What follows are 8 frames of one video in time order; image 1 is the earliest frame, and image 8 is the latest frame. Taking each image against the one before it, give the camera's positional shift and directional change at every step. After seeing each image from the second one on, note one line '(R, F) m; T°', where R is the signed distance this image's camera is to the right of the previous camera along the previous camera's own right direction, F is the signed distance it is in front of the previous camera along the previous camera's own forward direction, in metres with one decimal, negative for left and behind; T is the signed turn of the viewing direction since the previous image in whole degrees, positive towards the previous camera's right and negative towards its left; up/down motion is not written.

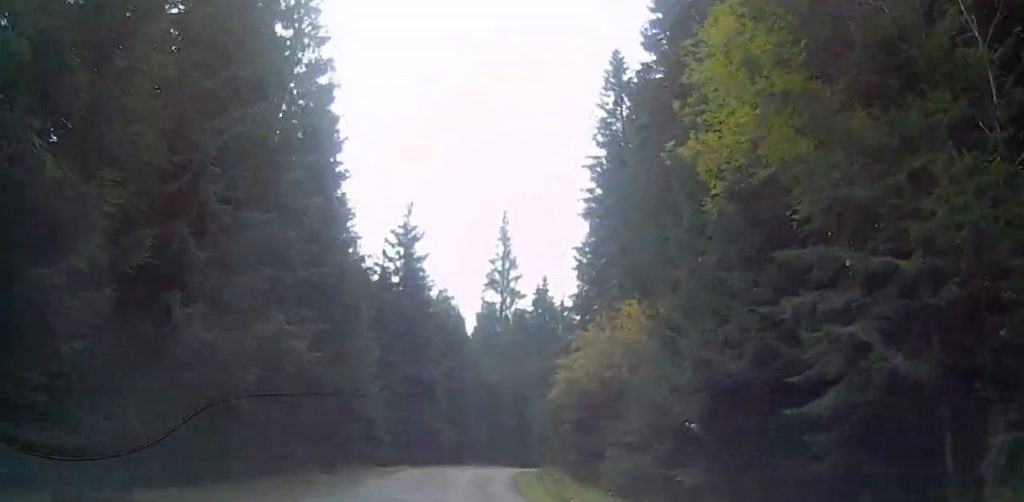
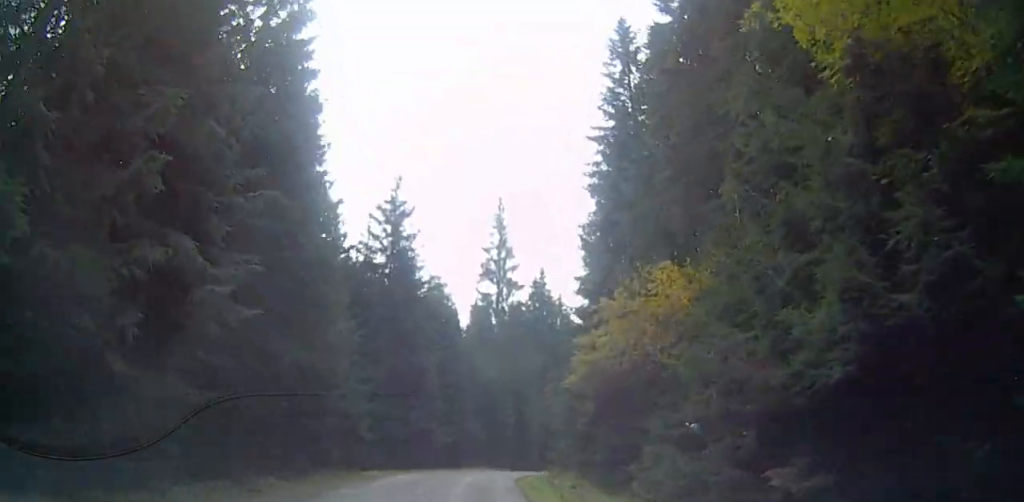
(-0.1, +4.4) m; -2°
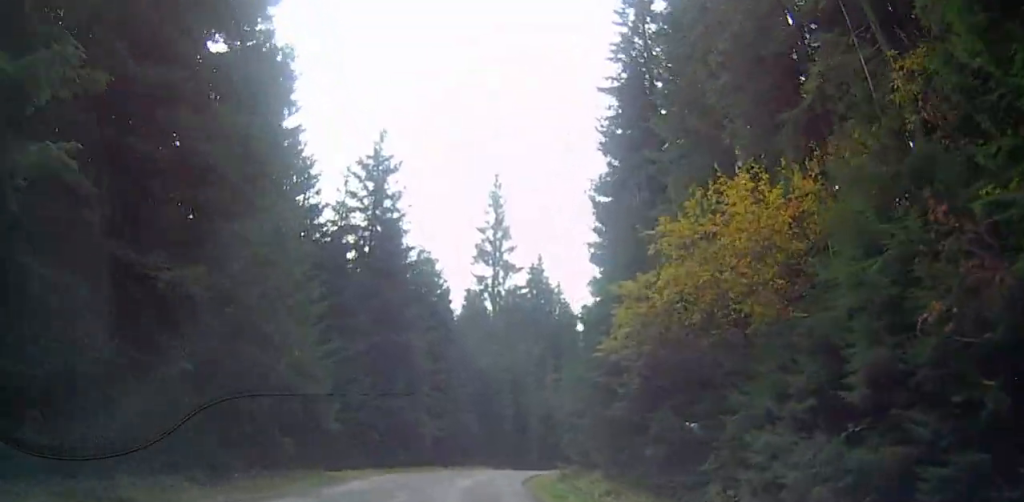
(-0.2, +6.4) m; -3°
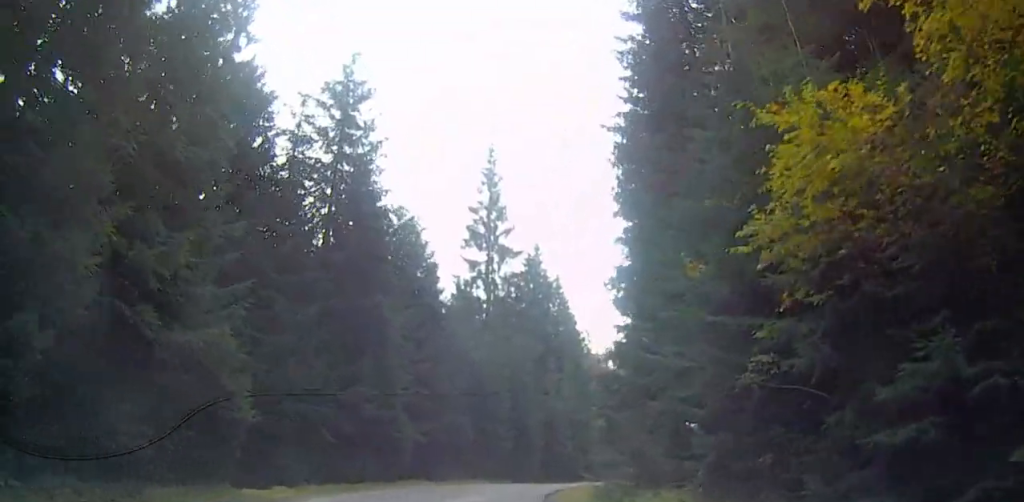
(-0.4, +9.2) m; -3°
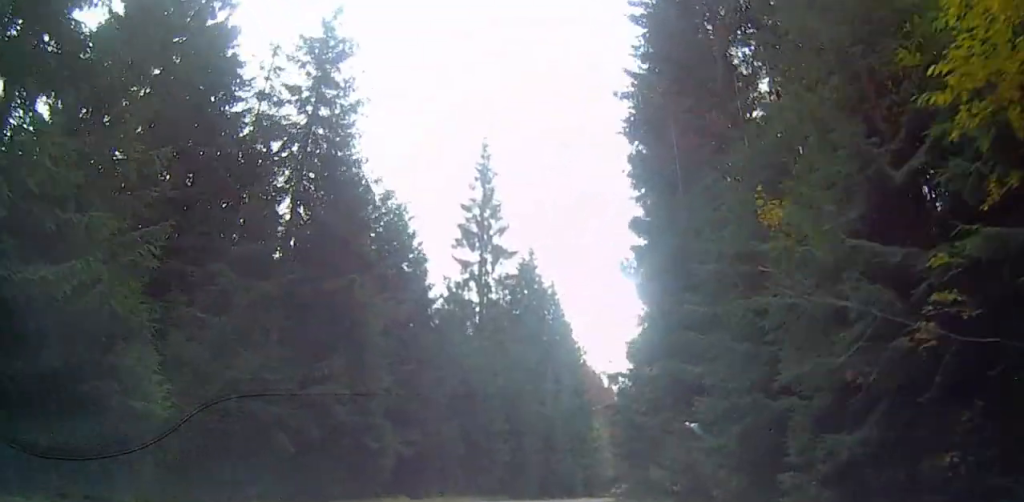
(-0.3, +4.9) m; +2°
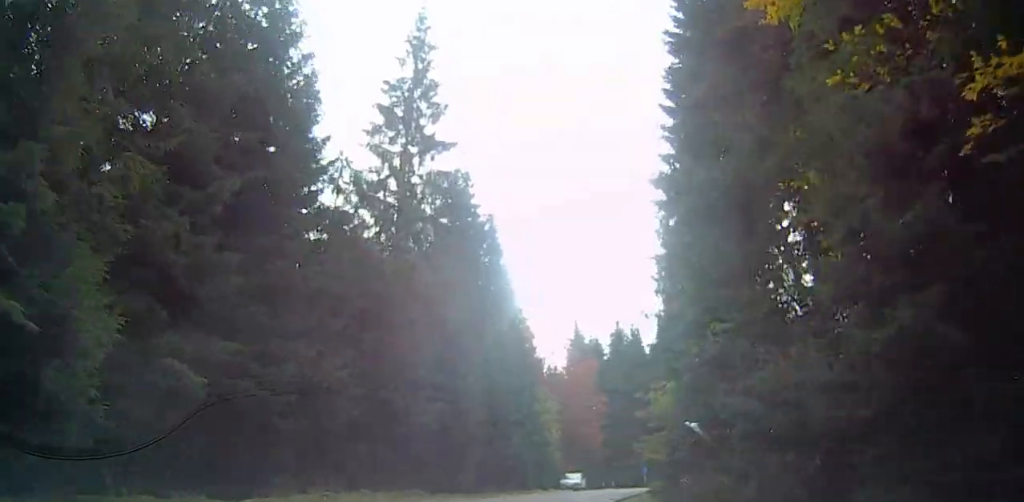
(+3.2, +19.8) m; +20°
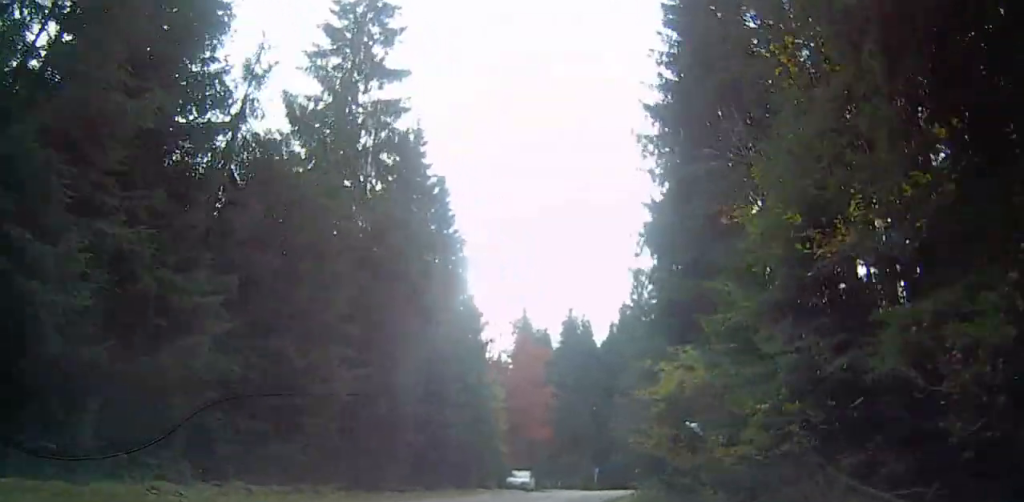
(+0.6, +8.1) m; +6°
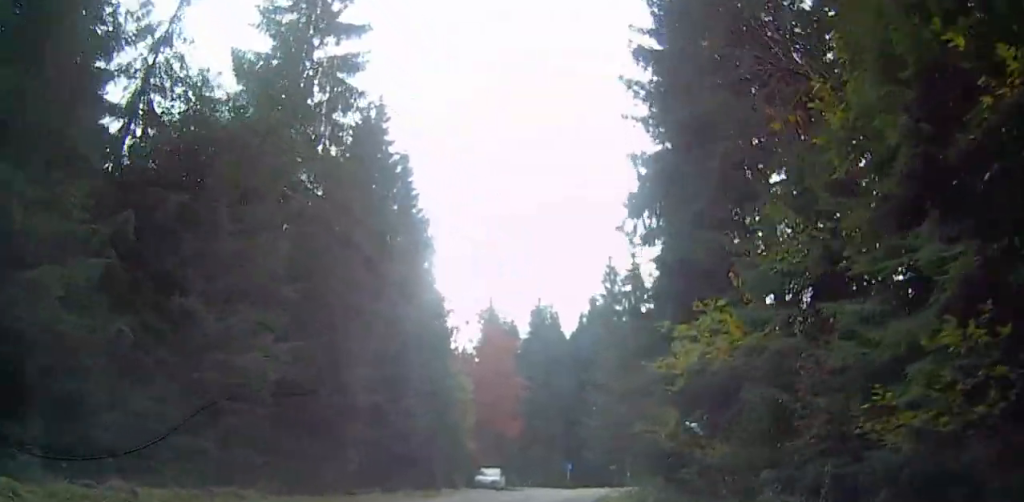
(0.0, +4.4) m; +1°
